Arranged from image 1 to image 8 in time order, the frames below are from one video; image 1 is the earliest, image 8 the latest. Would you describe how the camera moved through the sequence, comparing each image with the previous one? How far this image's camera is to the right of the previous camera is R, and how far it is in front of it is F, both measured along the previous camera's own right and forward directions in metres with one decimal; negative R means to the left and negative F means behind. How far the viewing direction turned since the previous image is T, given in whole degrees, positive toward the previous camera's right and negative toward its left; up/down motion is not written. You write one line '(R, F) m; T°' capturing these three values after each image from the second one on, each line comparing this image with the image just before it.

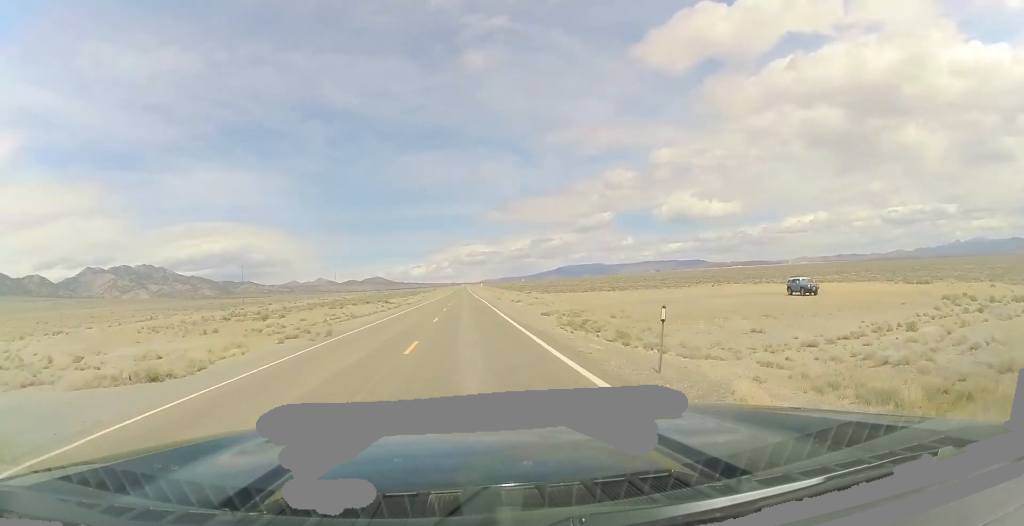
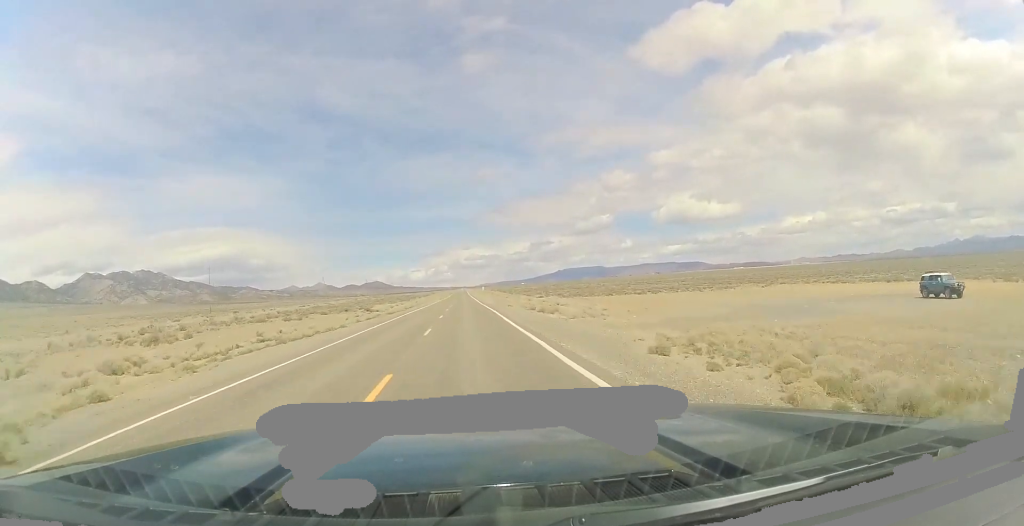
(+0.4, +20.1) m; 0°
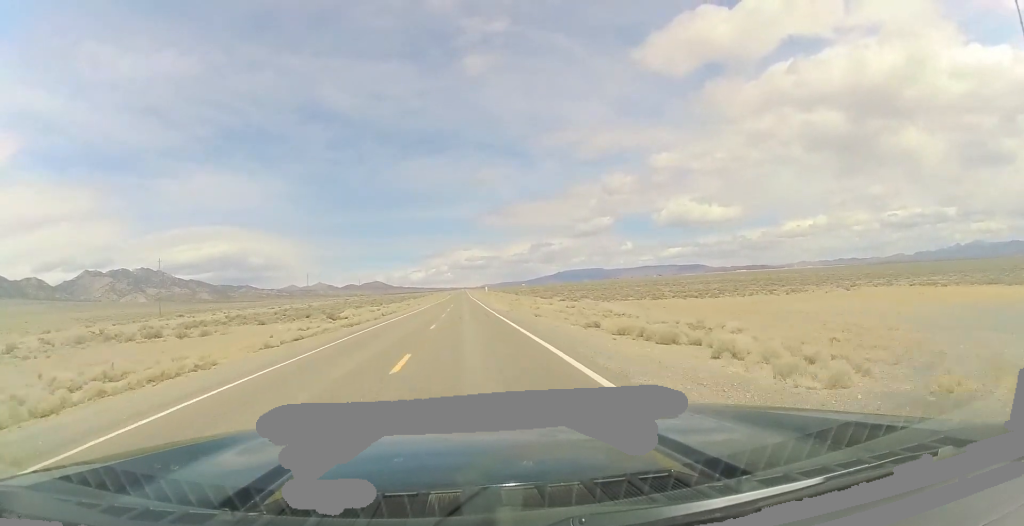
(+0.5, +23.4) m; 0°
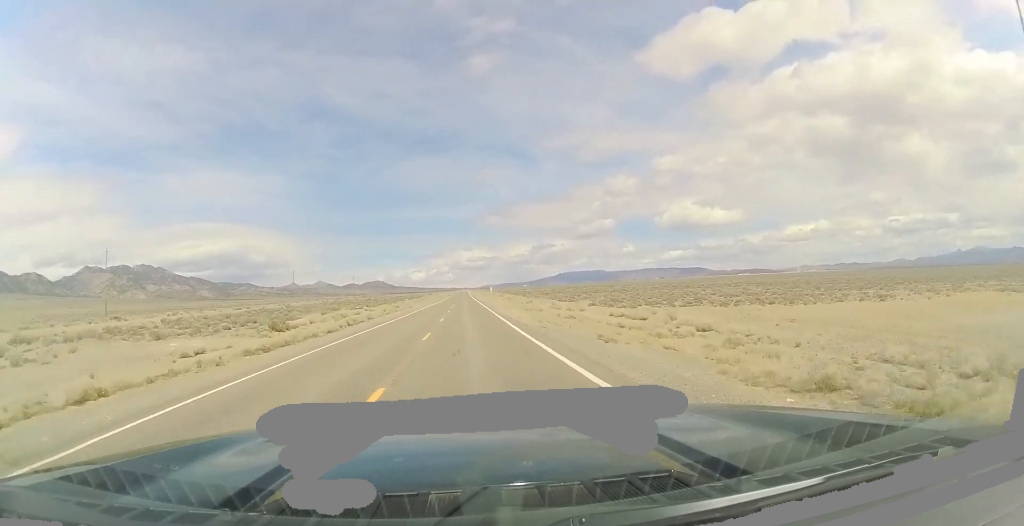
(-0.4, +18.9) m; -1°
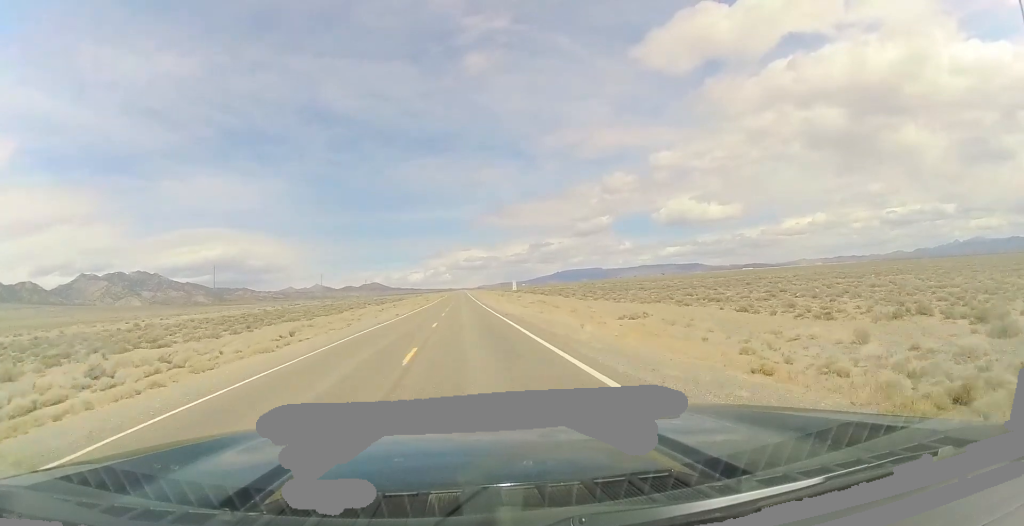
(-0.4, +61.3) m; +1°
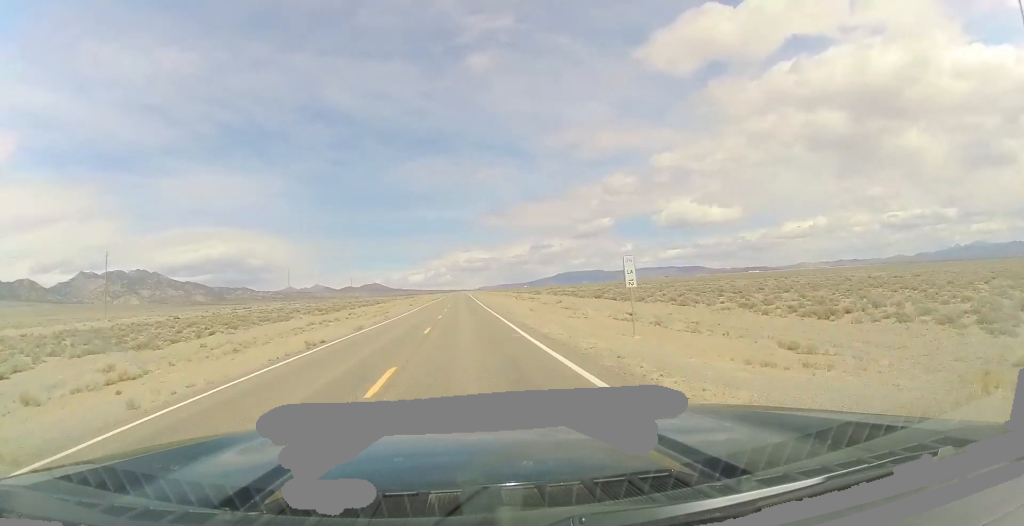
(+0.6, +44.9) m; 0°
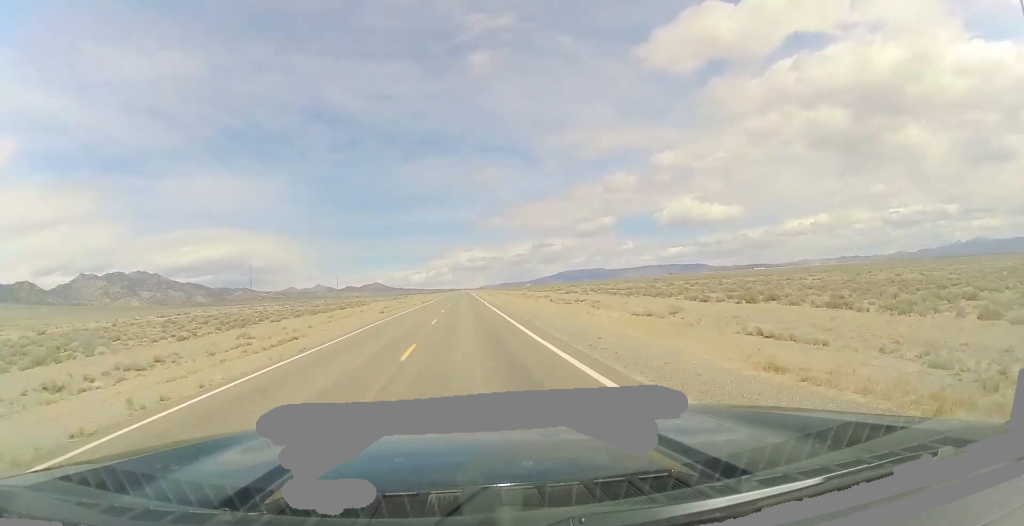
(-0.7, +36.1) m; -1°
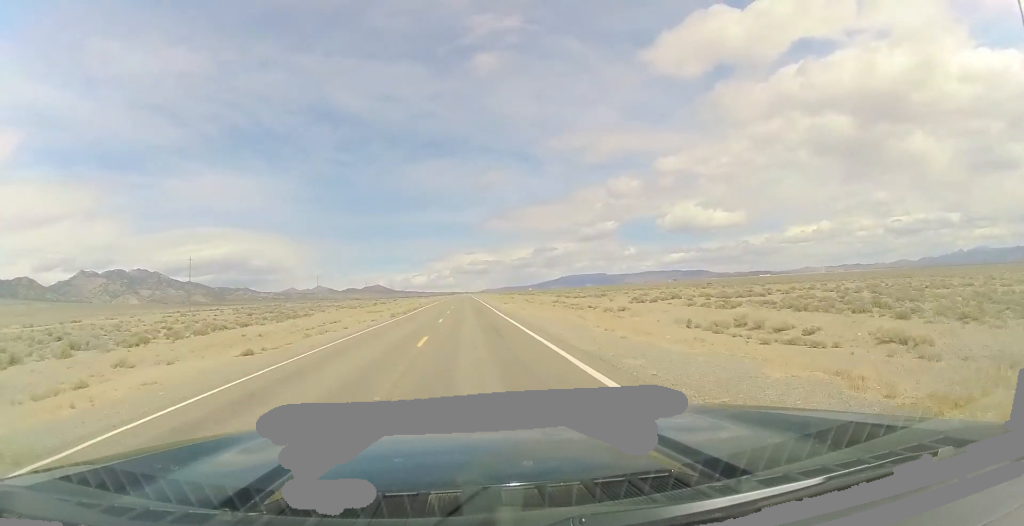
(+0.4, +37.4) m; 0°
